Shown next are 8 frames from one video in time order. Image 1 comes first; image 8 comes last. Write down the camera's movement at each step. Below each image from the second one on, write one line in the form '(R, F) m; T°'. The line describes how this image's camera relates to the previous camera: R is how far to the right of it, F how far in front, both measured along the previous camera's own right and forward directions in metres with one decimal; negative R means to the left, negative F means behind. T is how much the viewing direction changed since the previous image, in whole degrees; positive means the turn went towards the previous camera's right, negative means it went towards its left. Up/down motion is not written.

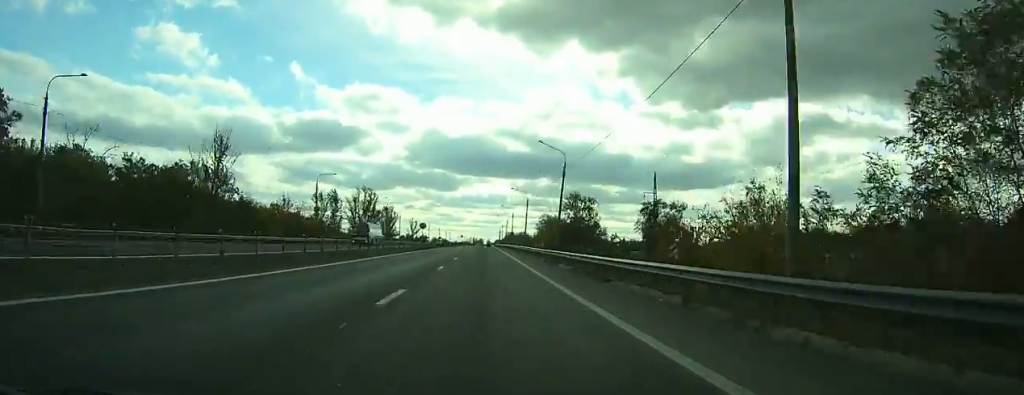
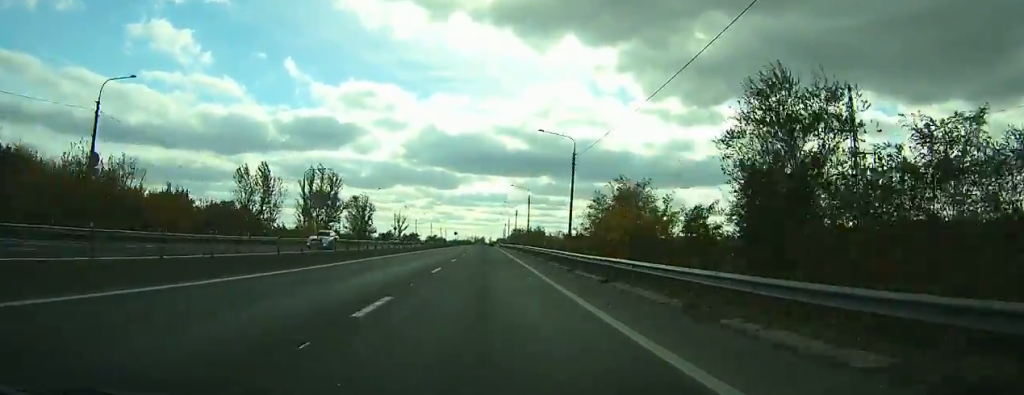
(-0.1, +50.0) m; 0°
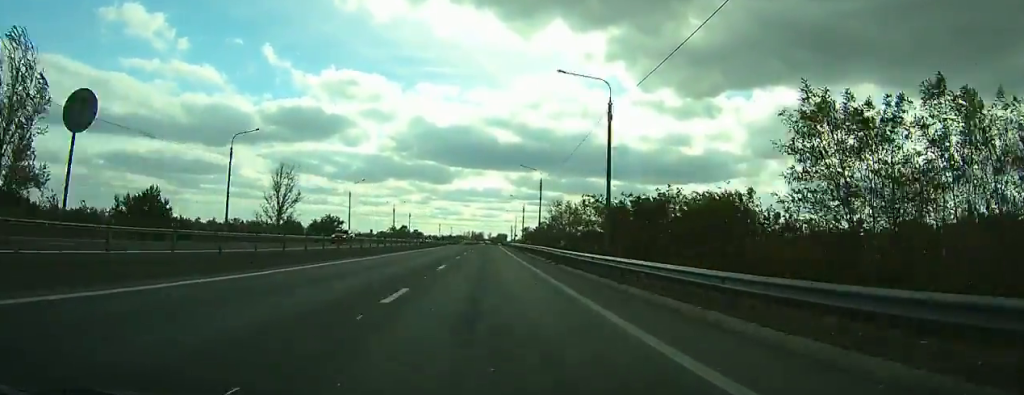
(-0.2, +140.4) m; 0°
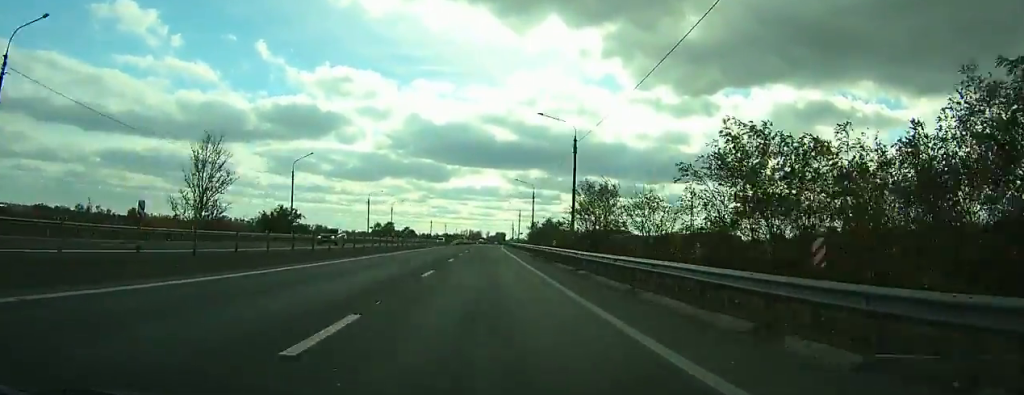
(0.0, +28.4) m; 0°
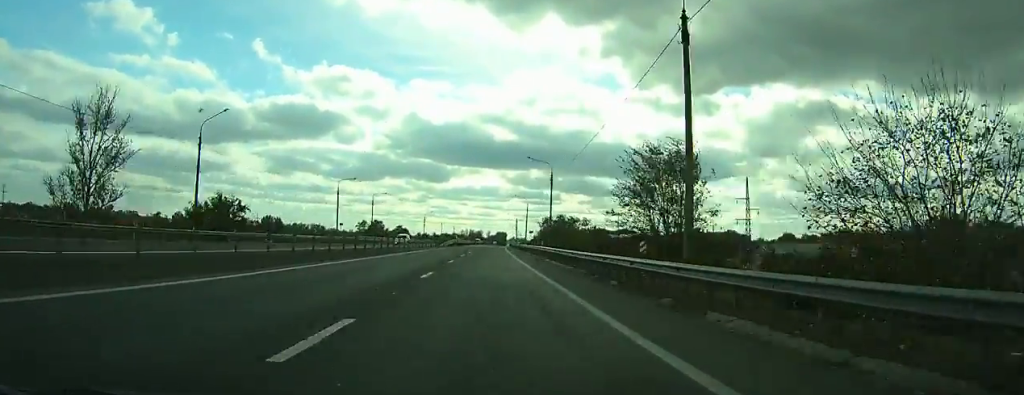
(+0.1, +24.5) m; 0°
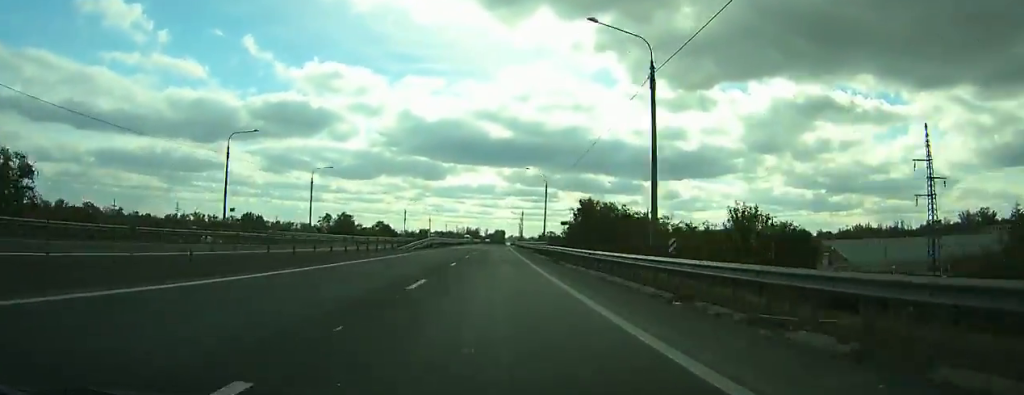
(+0.1, +38.8) m; 0°
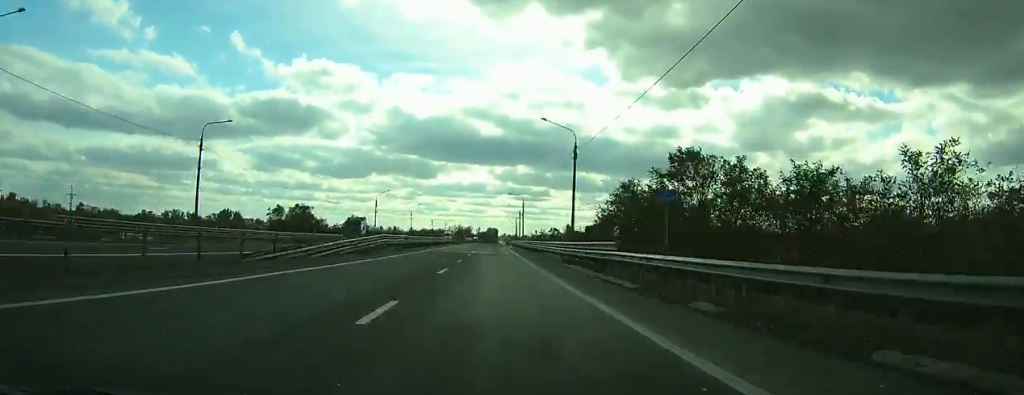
(+0.1, +28.6) m; 0°
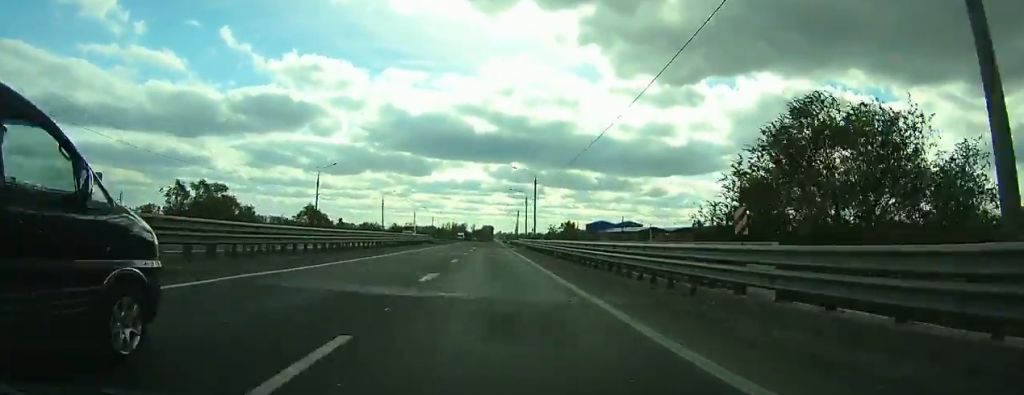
(+0.1, +36.5) m; 0°
